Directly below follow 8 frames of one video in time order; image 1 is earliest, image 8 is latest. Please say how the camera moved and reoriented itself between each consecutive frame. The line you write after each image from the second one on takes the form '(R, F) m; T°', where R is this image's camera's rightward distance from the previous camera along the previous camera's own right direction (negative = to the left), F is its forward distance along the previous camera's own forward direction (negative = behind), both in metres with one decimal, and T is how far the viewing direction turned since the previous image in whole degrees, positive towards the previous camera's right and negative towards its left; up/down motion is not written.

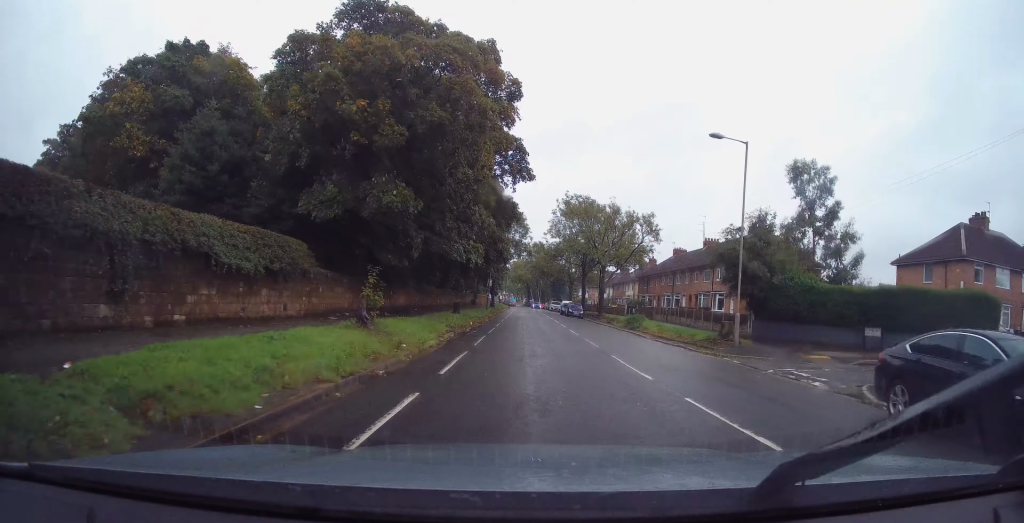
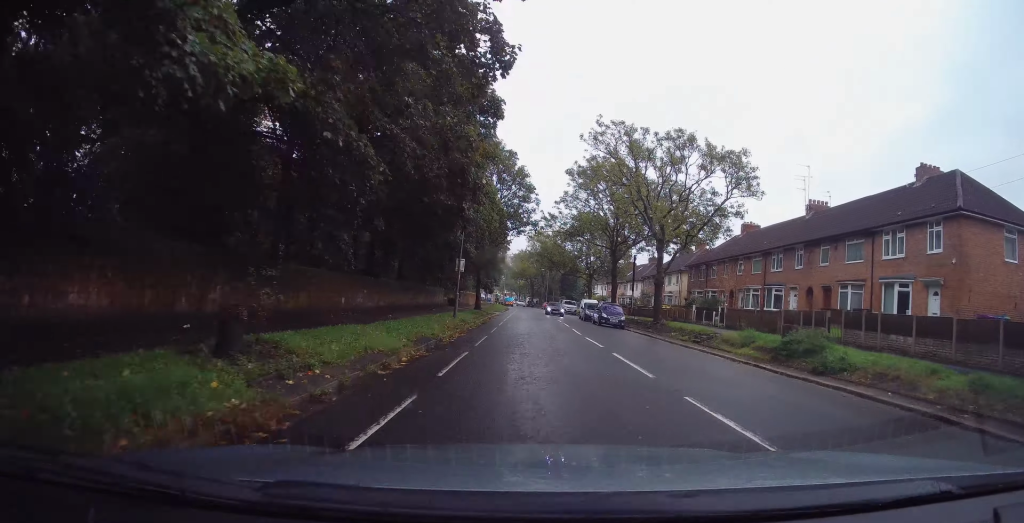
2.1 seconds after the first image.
(+1.0, +23.9) m; +1°
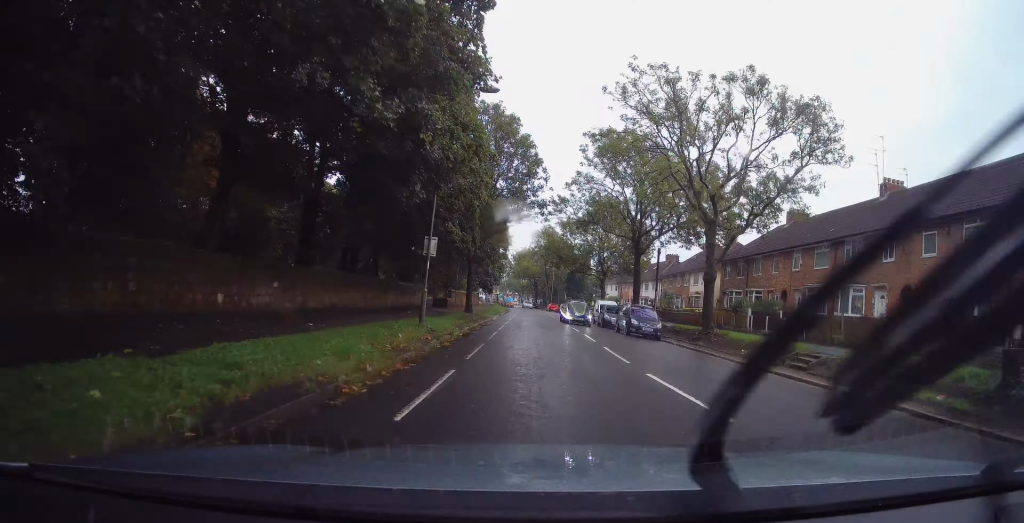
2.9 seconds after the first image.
(-0.3, +9.2) m; -1°
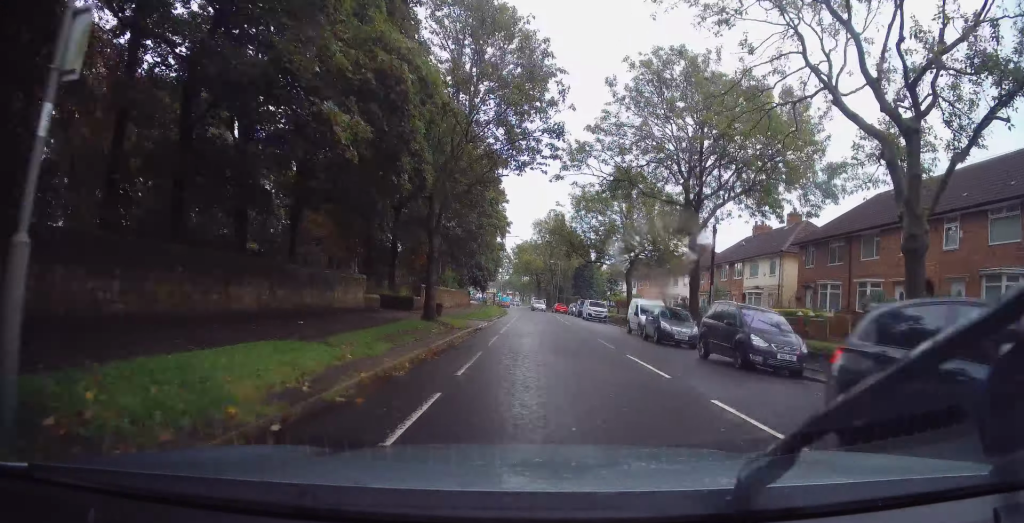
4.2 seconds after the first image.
(-0.1, +15.2) m; -2°
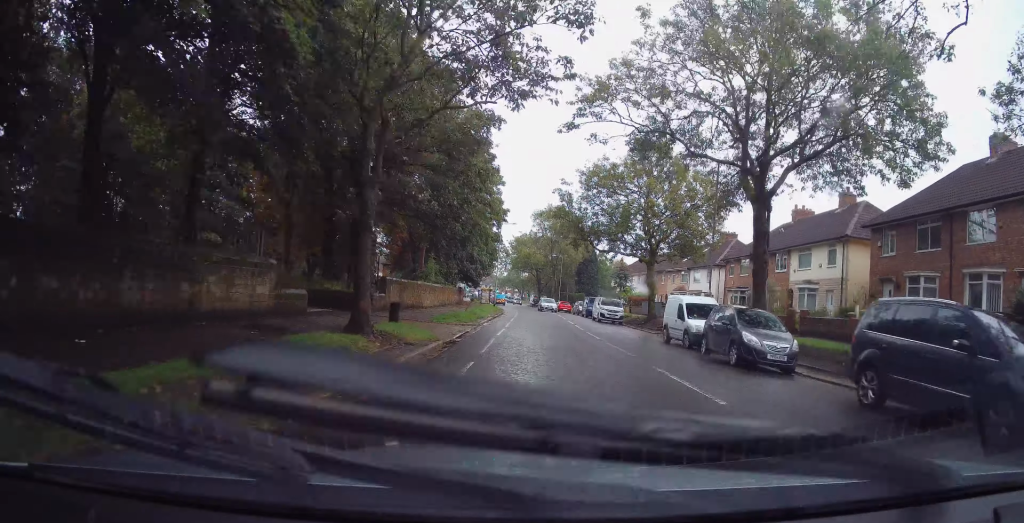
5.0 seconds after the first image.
(-0.2, +8.7) m; -1°
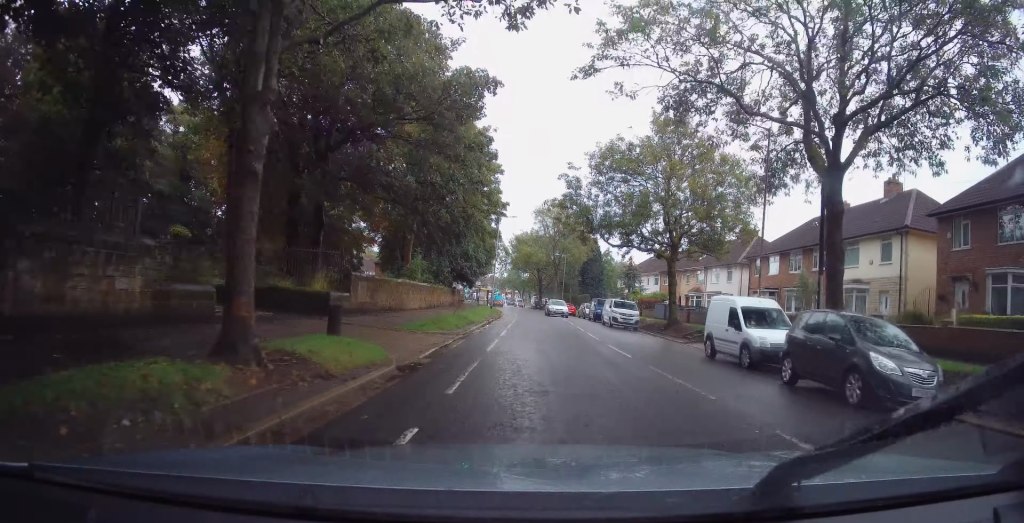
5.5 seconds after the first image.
(+0.2, +5.5) m; -1°
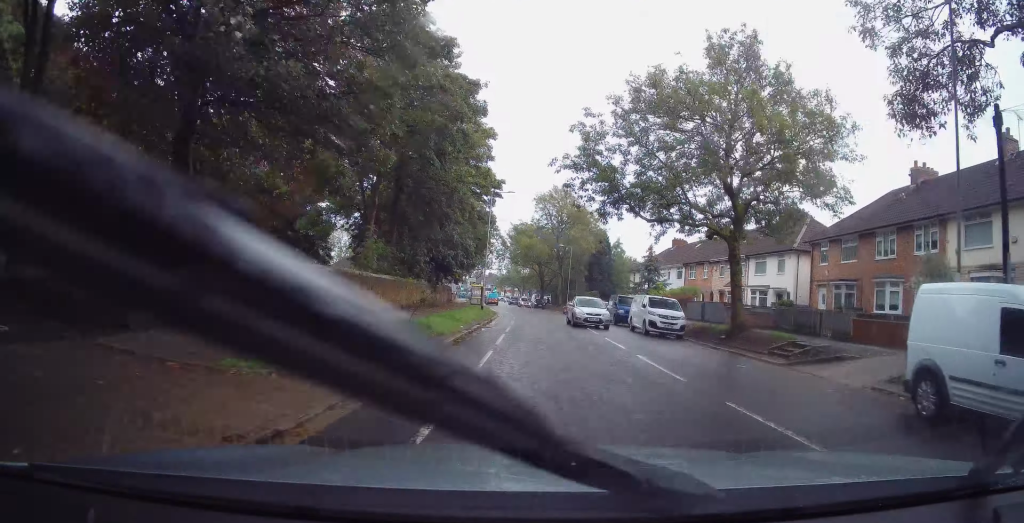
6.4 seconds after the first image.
(-0.3, +10.3) m; -2°
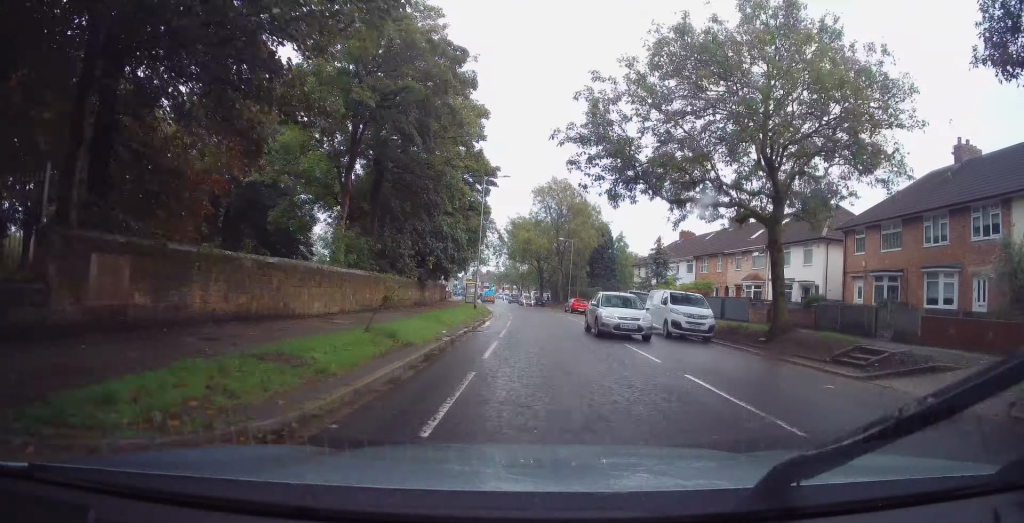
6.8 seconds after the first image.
(-0.1, +4.2) m; 0°
